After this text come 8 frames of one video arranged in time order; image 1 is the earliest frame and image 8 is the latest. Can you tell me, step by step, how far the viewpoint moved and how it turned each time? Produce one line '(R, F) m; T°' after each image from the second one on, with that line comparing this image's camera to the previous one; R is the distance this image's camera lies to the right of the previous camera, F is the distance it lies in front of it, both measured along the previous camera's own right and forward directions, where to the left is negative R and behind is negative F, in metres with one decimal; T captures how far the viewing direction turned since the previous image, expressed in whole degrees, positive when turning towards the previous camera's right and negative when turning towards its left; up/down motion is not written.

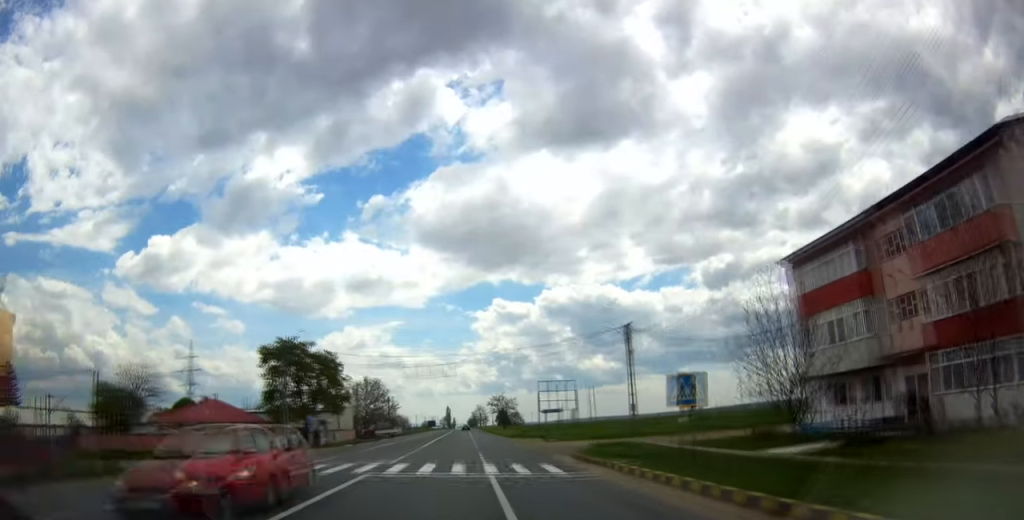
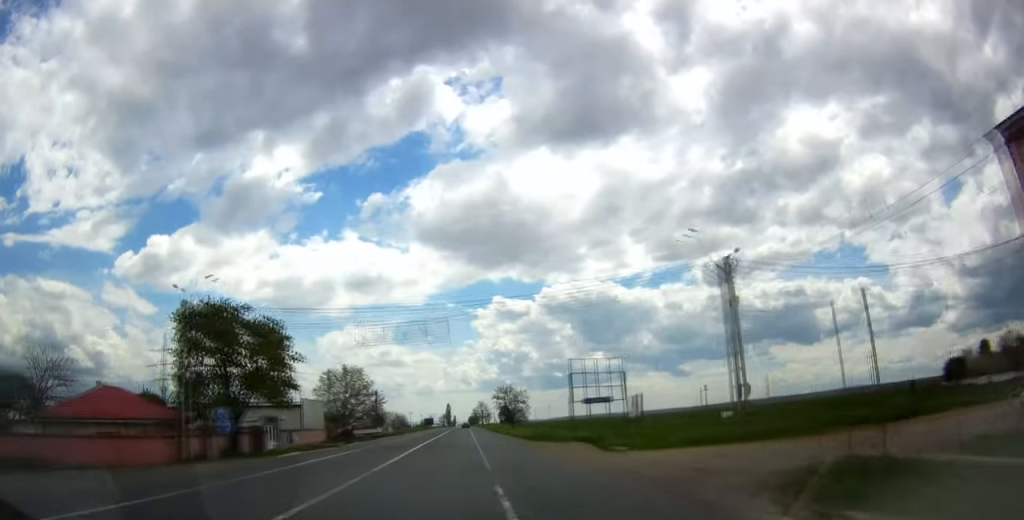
(0.0, +17.5) m; 0°
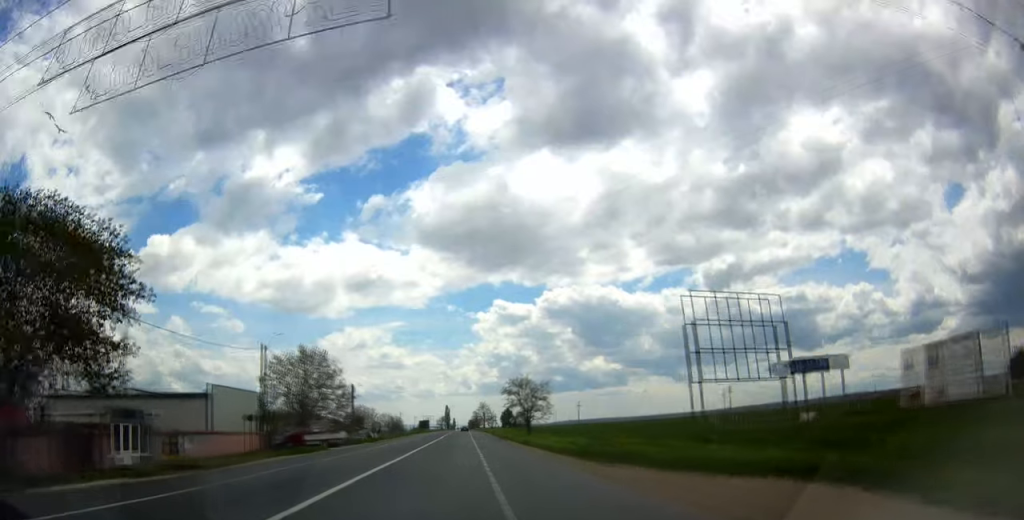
(0.0, +22.0) m; +1°
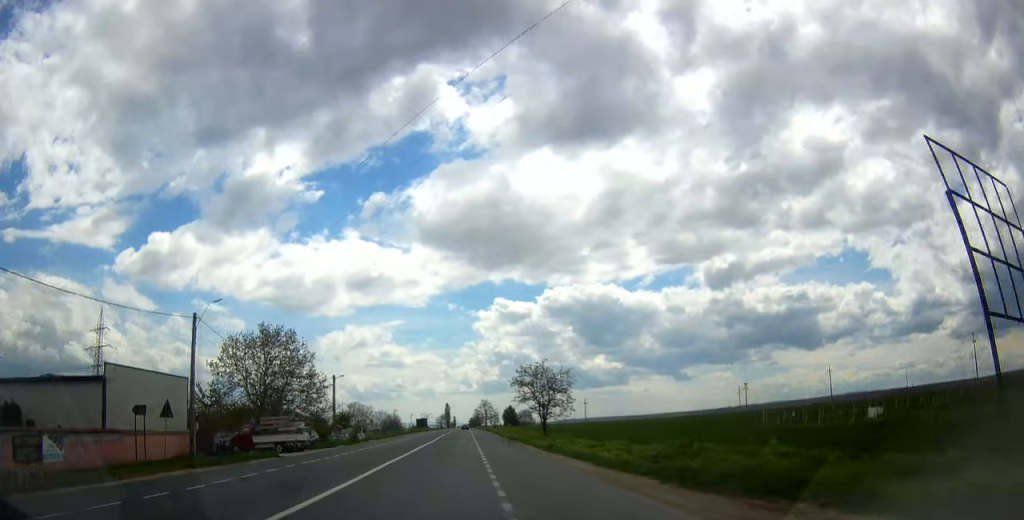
(+0.1, +12.4) m; +1°
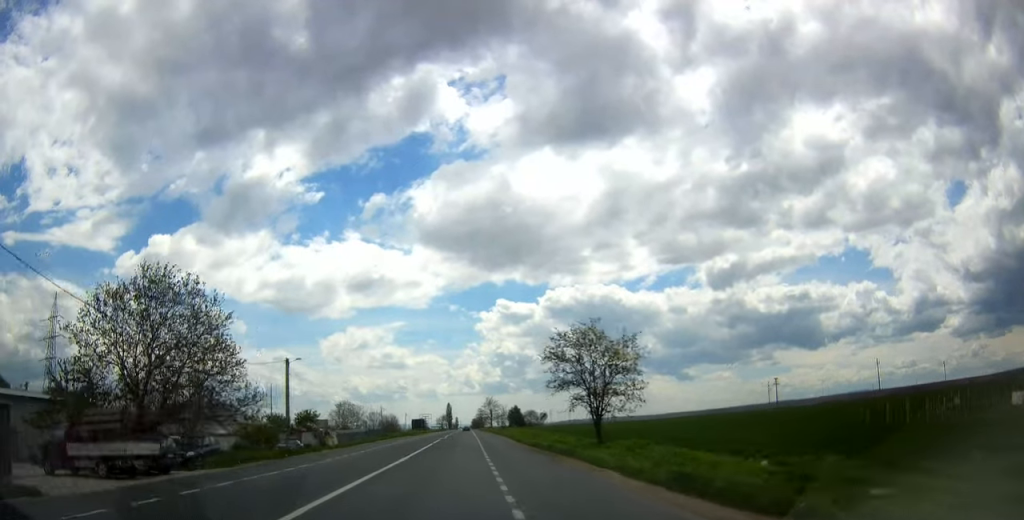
(+0.2, +20.1) m; -1°
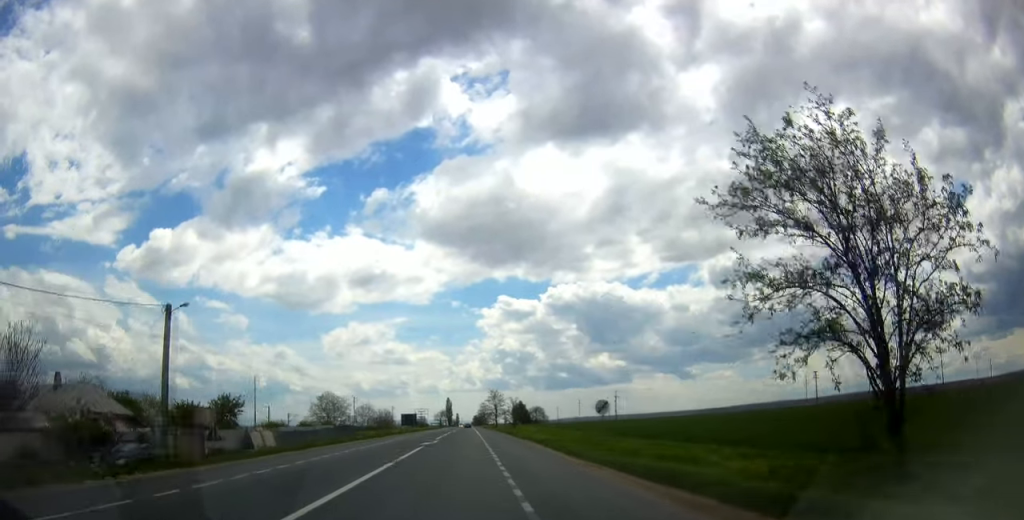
(-0.5, +22.8) m; -1°
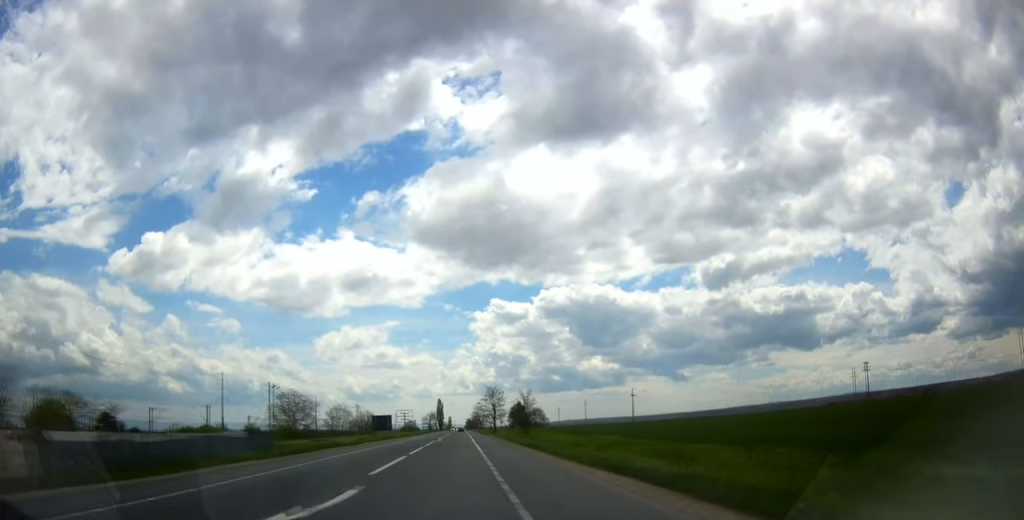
(+0.2, +27.6) m; +1°
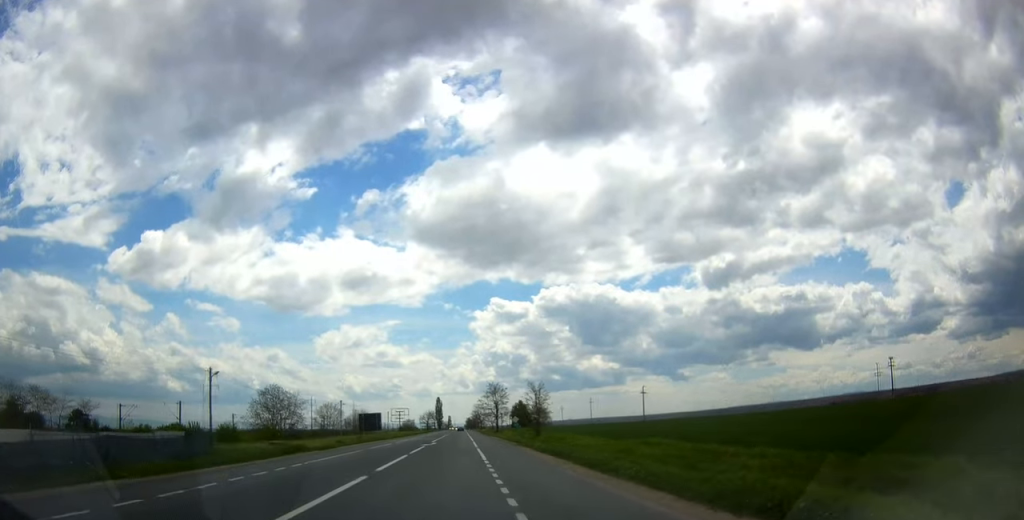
(0.0, +10.5) m; 0°
